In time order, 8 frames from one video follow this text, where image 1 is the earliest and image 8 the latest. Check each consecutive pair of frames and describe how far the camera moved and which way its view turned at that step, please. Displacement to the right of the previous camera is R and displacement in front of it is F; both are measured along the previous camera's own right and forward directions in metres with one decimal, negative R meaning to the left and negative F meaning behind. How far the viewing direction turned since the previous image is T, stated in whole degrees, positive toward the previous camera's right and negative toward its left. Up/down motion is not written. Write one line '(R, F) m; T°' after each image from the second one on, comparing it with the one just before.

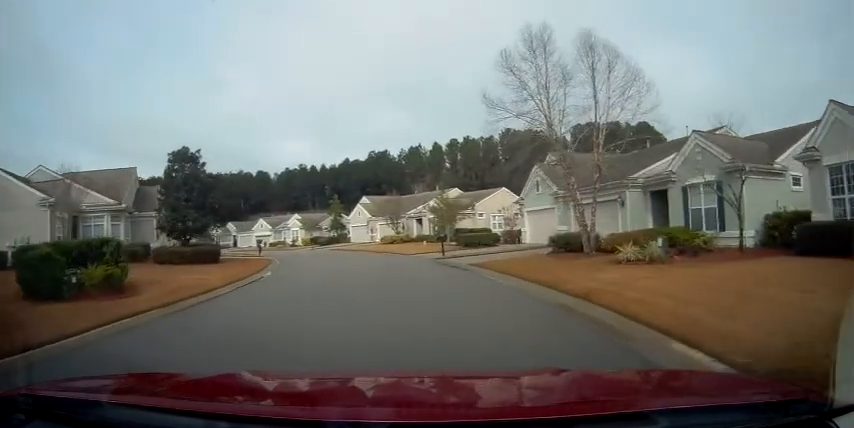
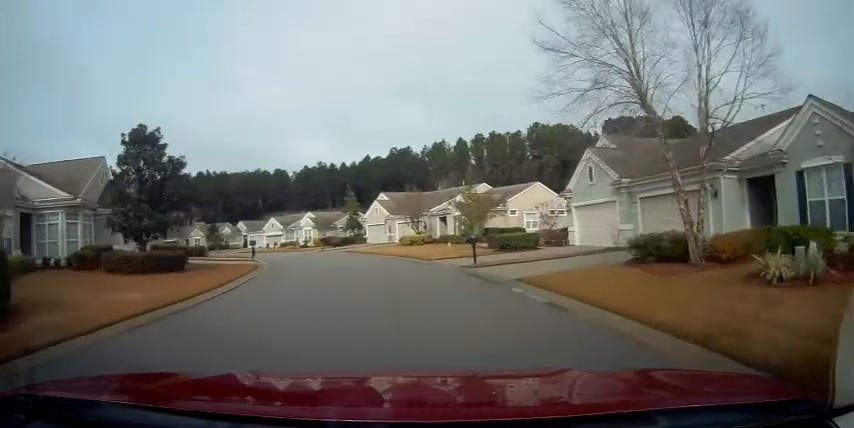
(-0.2, +6.4) m; -4°
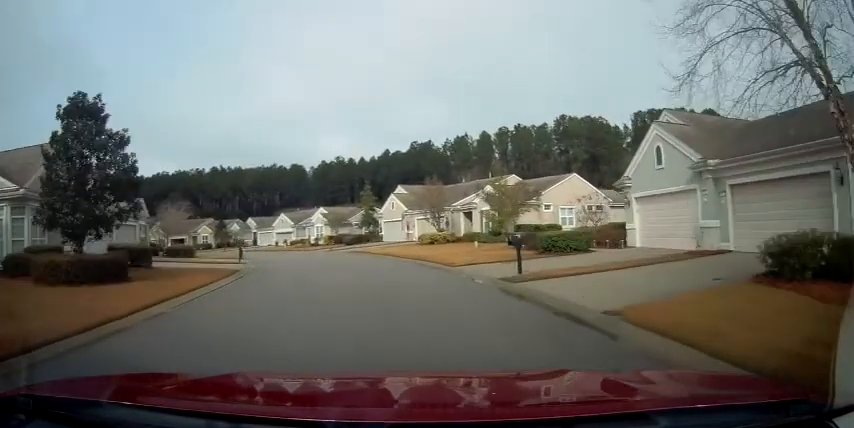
(-0.2, +5.7) m; -2°
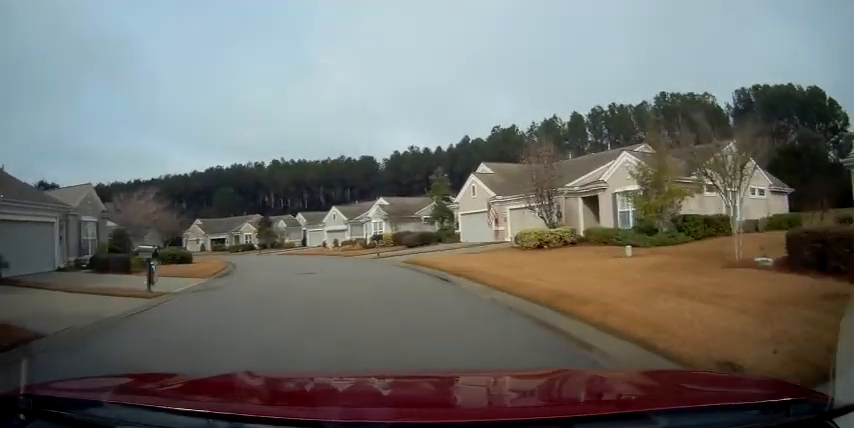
(-1.3, +16.0) m; -12°
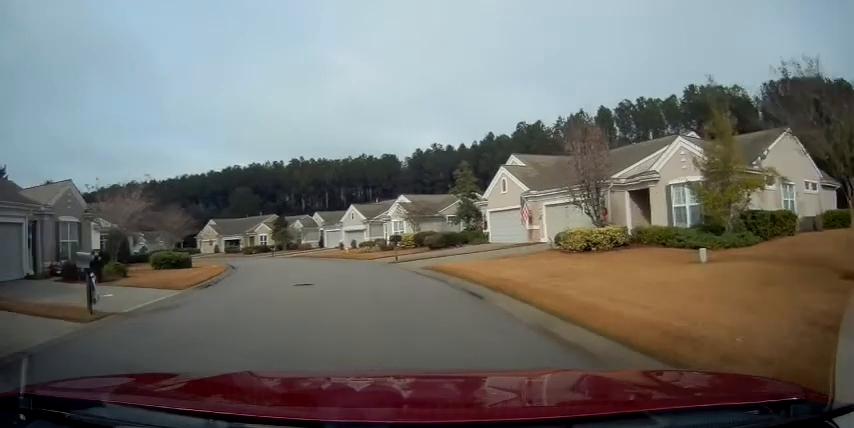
(-0.1, +3.8) m; -3°
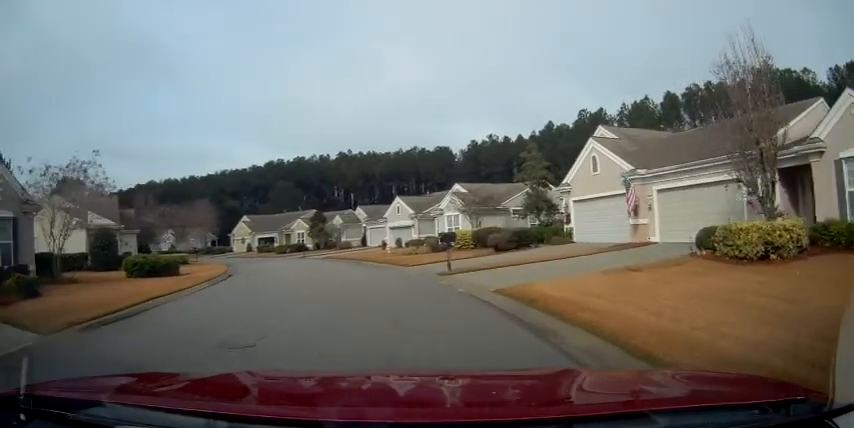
(-0.4, +8.6) m; -5°
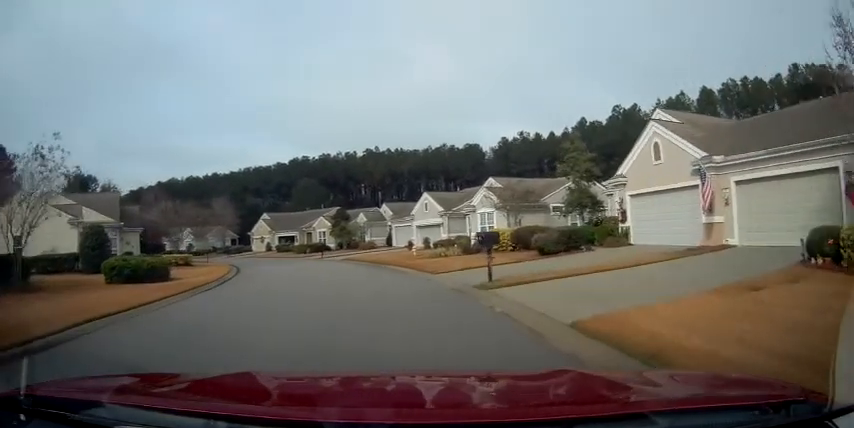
(+0.2, +4.1) m; -4°
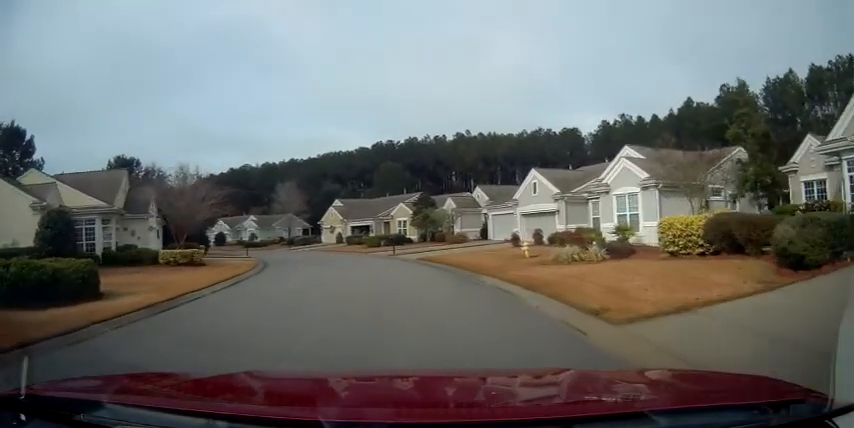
(-1.7, +11.3) m; -12°
